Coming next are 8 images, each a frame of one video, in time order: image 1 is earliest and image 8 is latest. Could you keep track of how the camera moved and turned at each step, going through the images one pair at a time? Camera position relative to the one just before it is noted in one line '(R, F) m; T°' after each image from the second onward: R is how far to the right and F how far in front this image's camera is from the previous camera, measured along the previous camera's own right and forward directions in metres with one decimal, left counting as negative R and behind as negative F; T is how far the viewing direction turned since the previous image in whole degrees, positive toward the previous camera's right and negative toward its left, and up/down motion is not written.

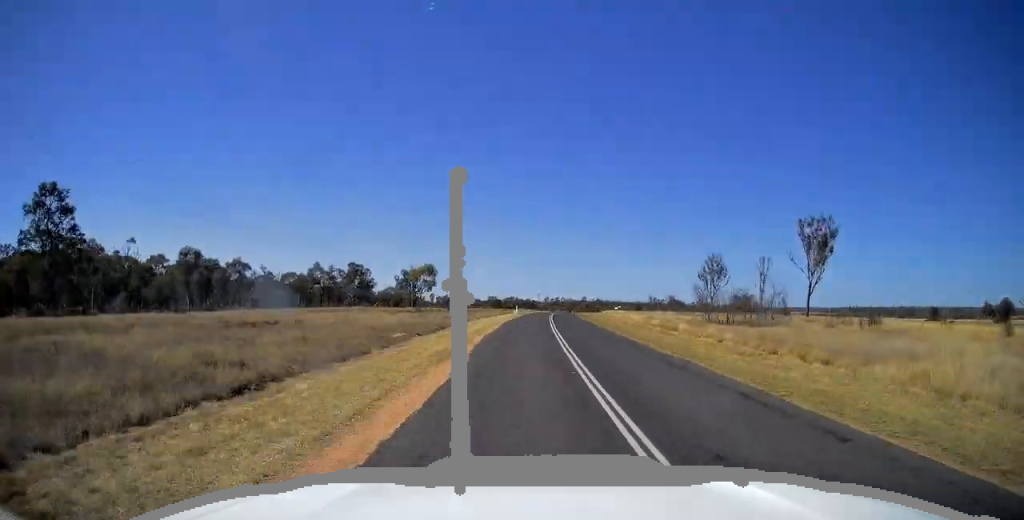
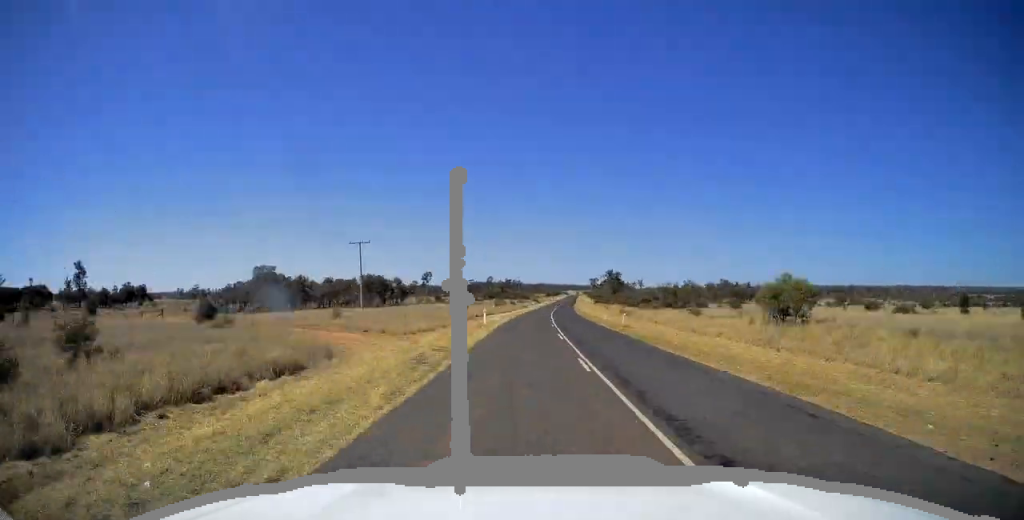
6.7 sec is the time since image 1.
(+16.0, +184.7) m; +7°
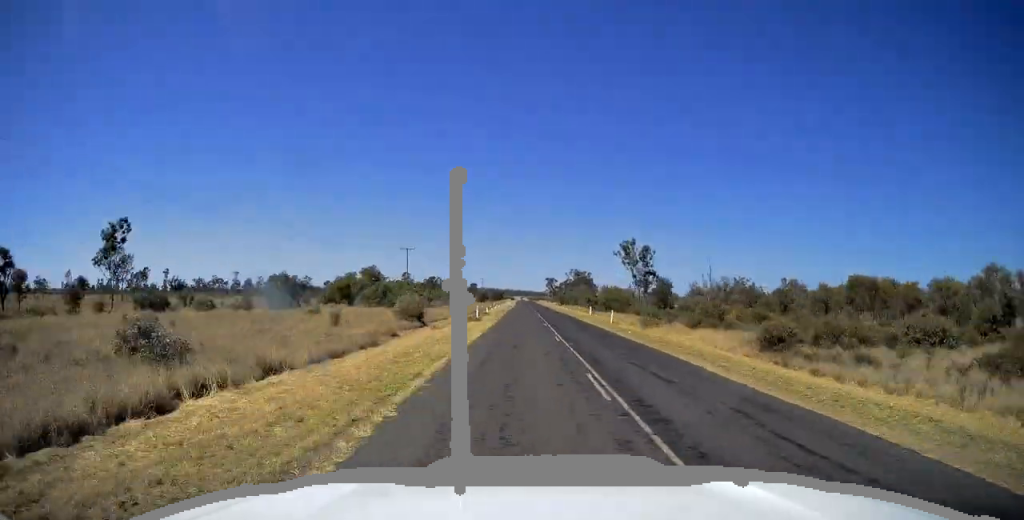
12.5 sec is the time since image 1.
(+7.4, +158.9) m; +3°
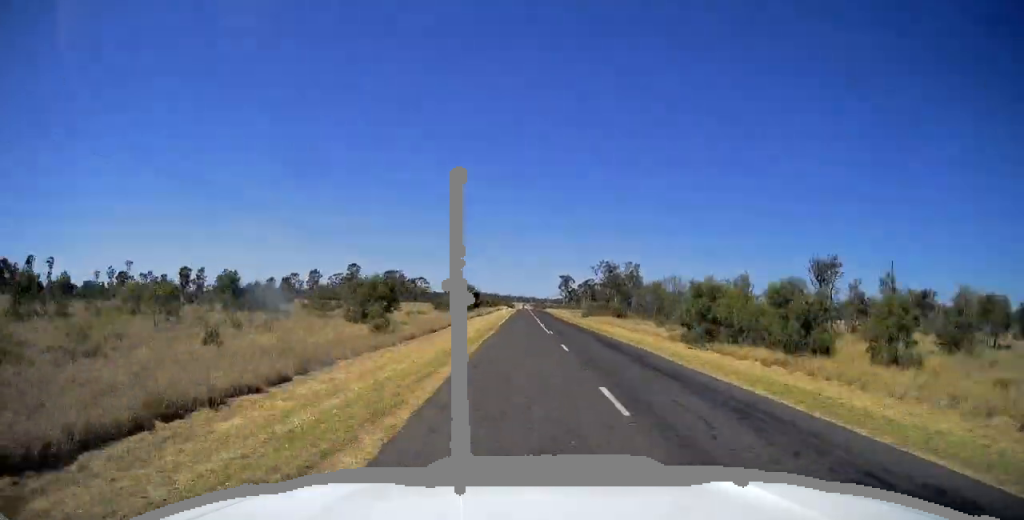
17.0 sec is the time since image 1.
(+3.2, +123.8) m; +1°
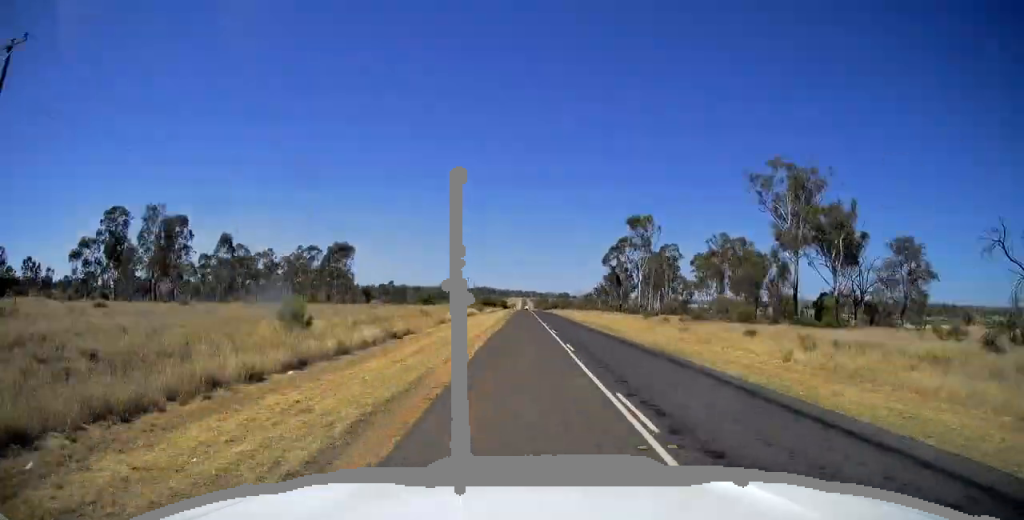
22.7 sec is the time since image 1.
(-0.3, +159.2) m; 0°
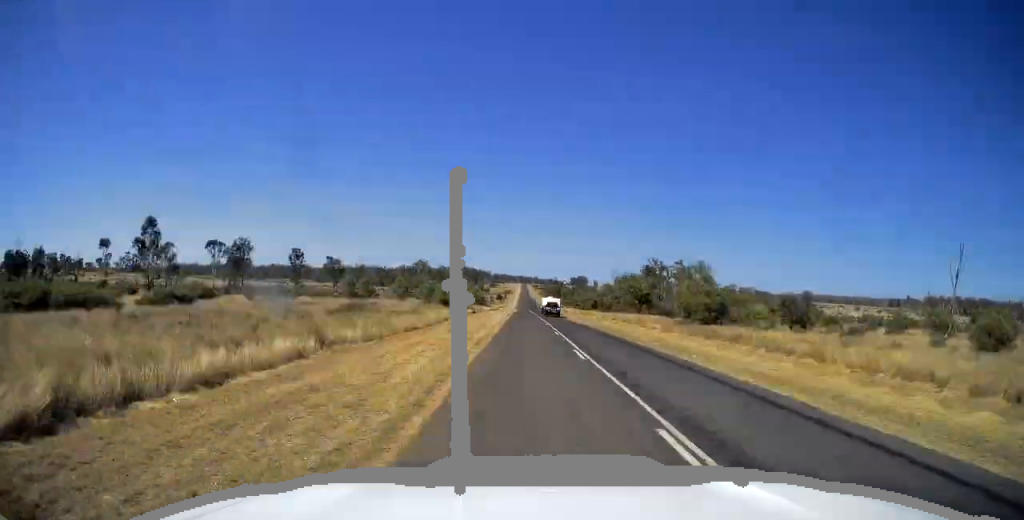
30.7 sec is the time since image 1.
(+0.6, +221.0) m; 0°
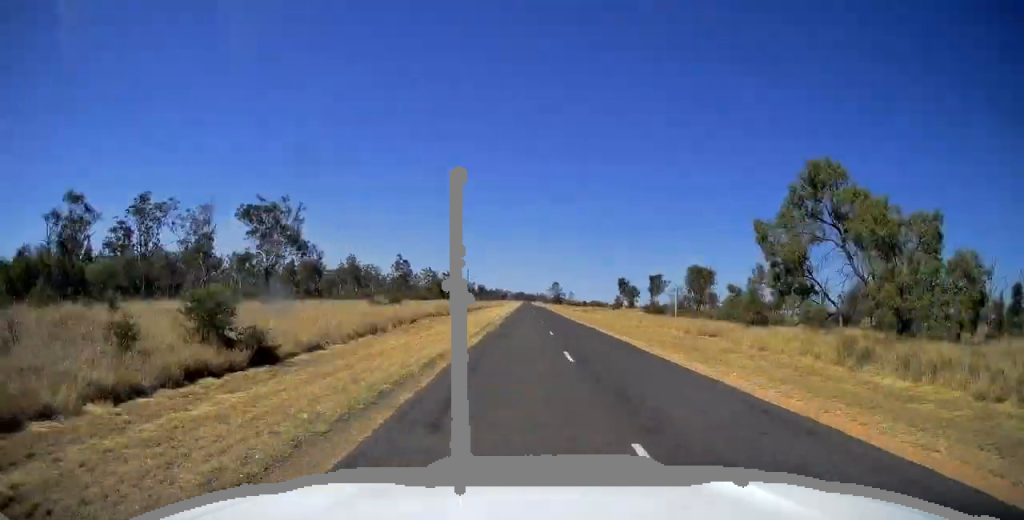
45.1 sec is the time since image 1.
(-1.6, +397.2) m; 0°
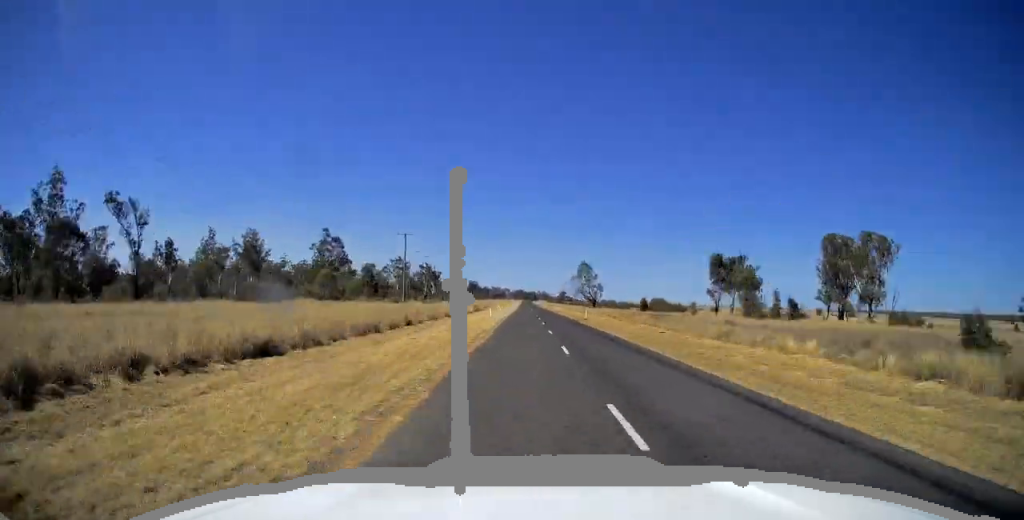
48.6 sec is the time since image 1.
(-0.1, +97.0) m; 0°
